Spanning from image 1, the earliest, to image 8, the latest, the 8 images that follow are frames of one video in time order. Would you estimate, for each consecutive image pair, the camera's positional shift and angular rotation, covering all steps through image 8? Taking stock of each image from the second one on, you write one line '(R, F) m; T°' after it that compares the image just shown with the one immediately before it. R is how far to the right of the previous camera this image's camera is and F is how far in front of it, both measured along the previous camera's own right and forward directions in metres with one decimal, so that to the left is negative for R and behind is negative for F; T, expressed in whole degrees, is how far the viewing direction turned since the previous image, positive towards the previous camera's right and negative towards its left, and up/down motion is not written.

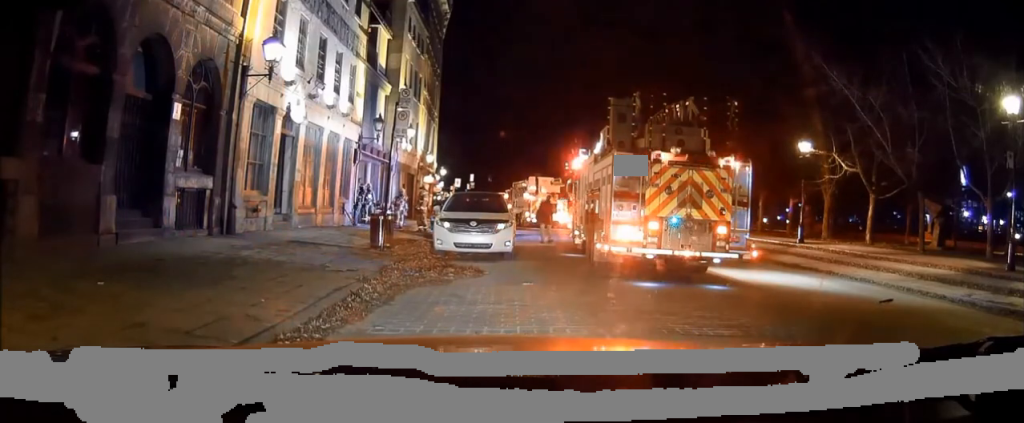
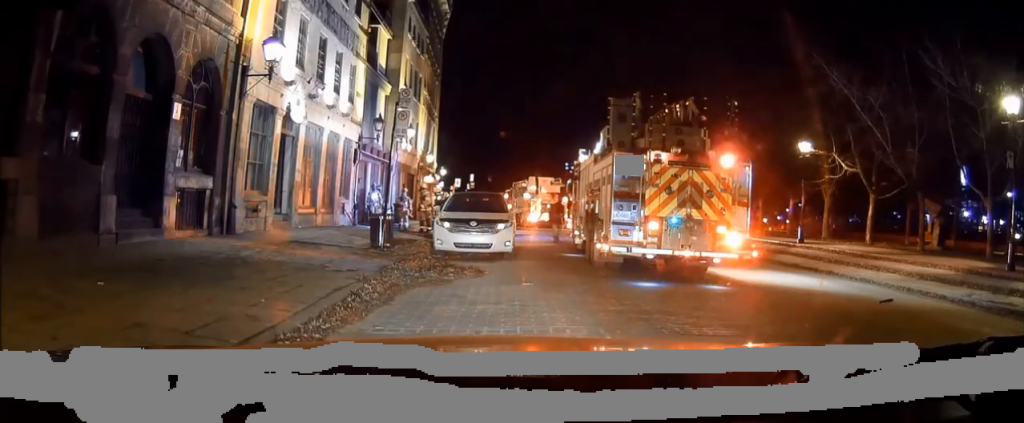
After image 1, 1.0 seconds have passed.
(+0.1, 0.0) m; 0°
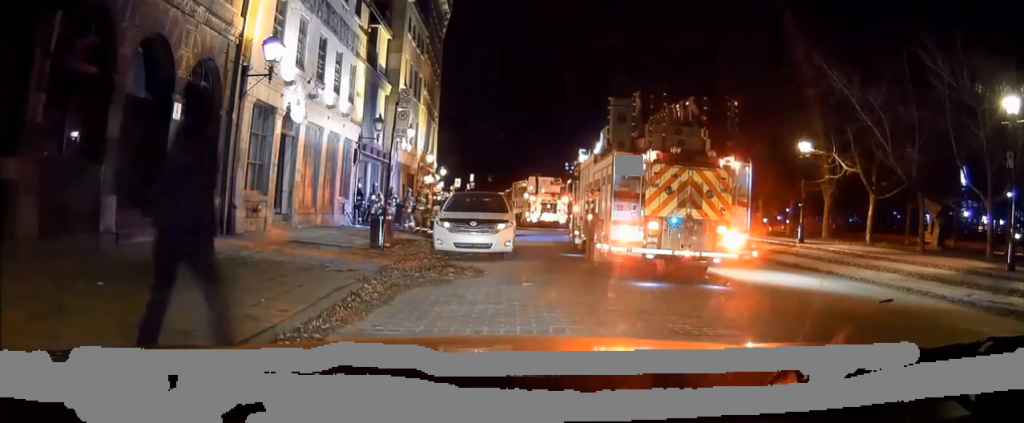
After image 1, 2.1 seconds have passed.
(0.0, 0.0) m; 0°
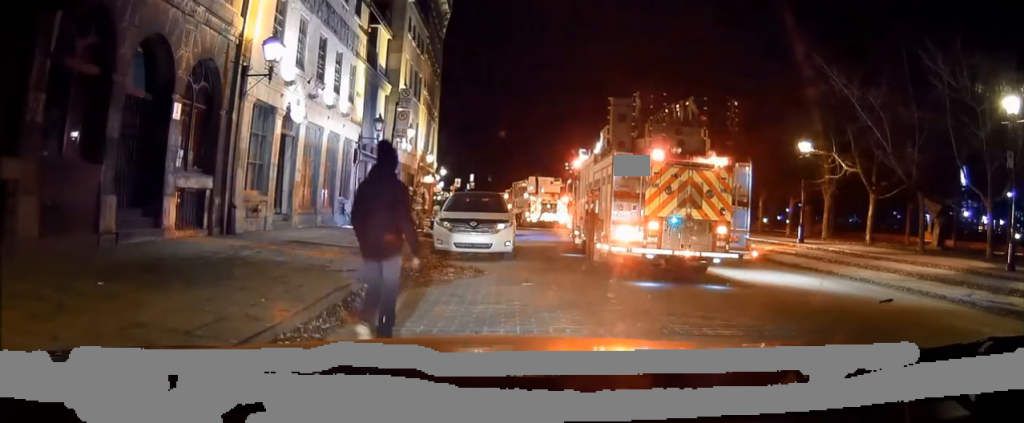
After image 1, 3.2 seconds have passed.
(0.0, 0.0) m; 0°
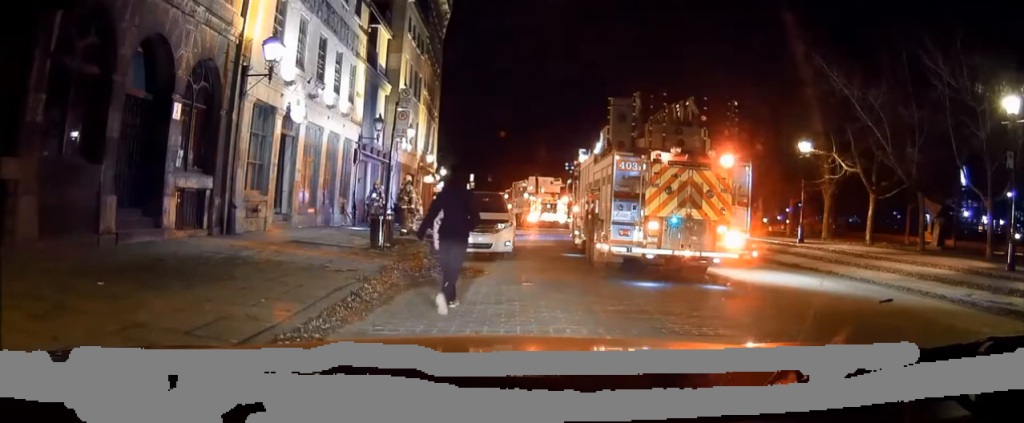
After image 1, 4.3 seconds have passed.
(0.0, 0.0) m; 0°
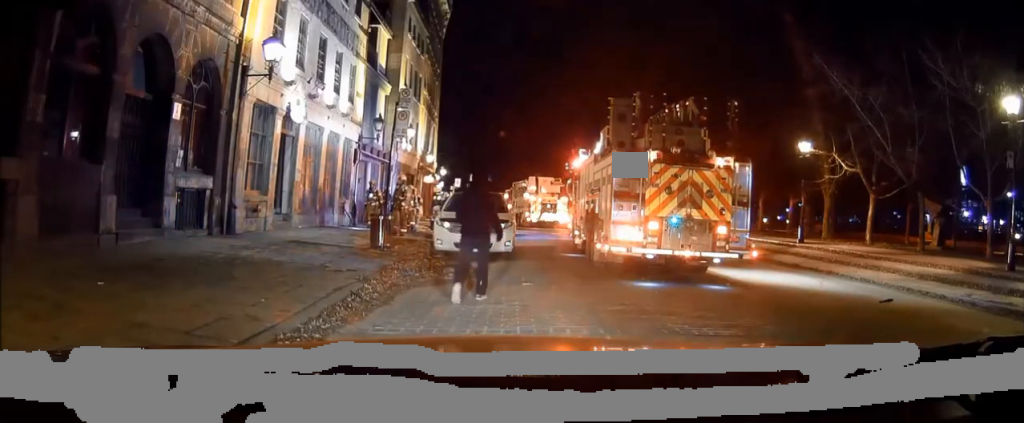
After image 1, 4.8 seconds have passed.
(0.0, 0.0) m; 0°
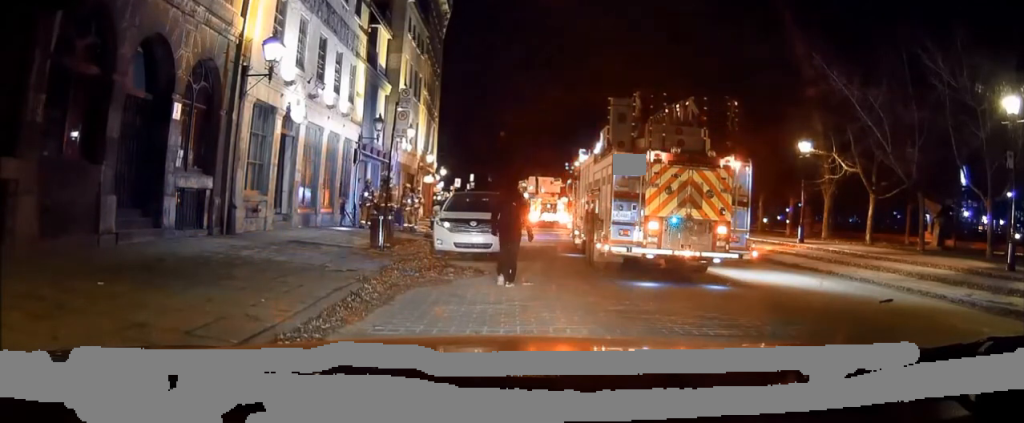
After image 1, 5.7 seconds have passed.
(0.0, 0.0) m; 0°
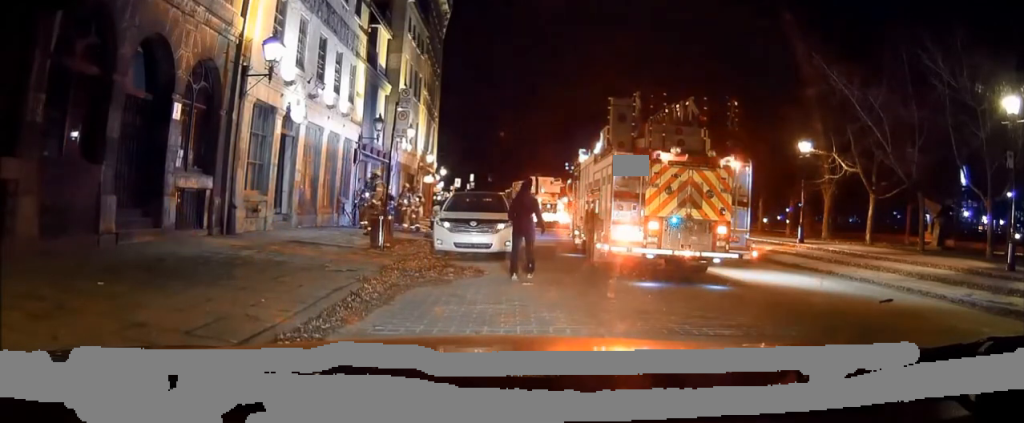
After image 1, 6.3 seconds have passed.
(0.0, 0.0) m; 0°
